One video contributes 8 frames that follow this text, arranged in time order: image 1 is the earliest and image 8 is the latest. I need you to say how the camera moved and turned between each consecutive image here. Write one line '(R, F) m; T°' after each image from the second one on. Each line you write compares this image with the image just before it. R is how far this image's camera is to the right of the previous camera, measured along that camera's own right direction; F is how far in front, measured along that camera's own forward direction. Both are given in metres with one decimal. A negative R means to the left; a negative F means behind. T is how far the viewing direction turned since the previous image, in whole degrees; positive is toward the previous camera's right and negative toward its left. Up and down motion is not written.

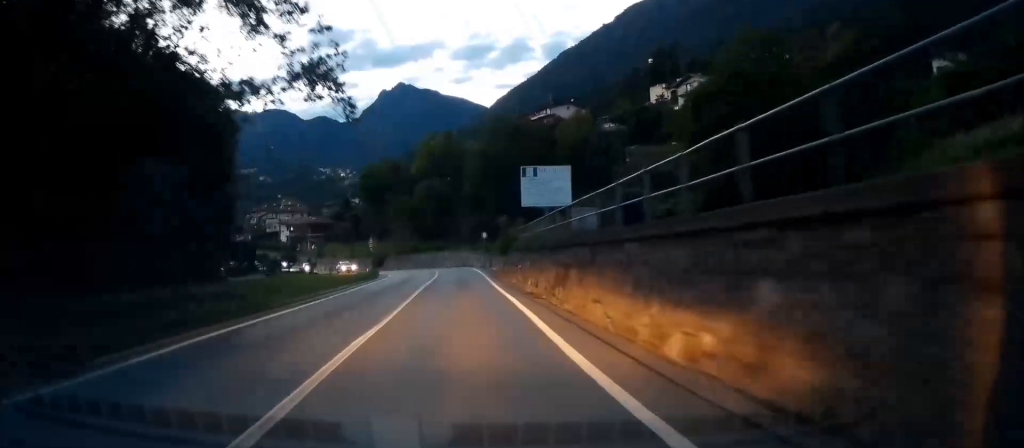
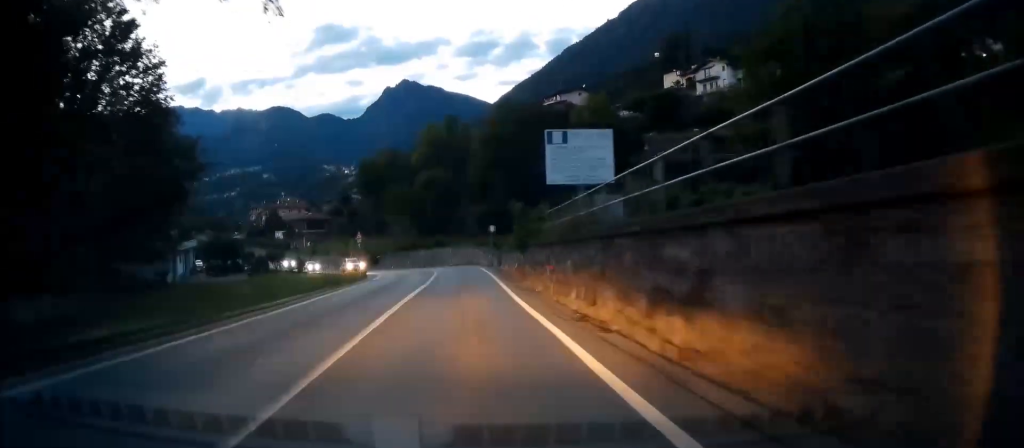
(-0.2, +8.9) m; 0°
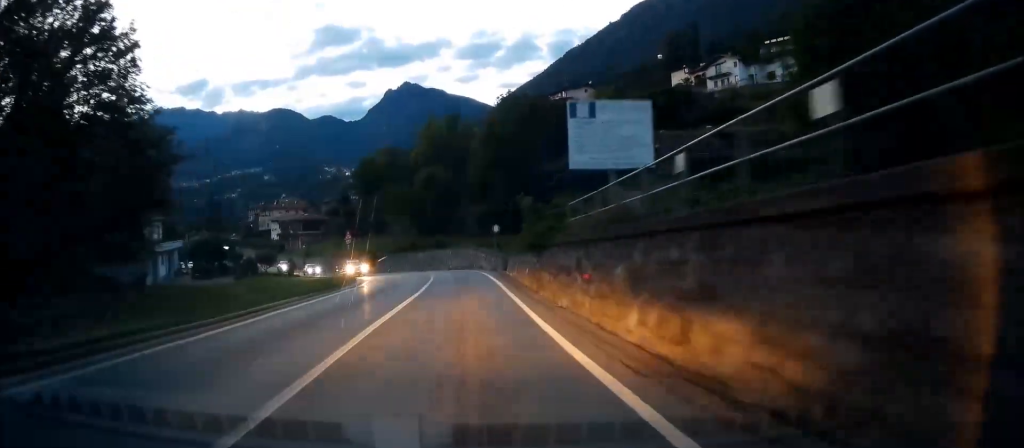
(+0.1, +5.2) m; 0°
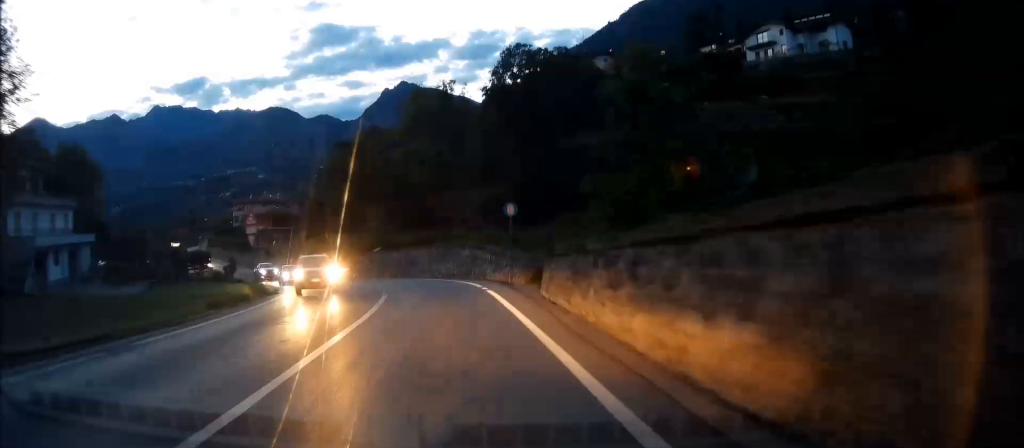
(-0.4, +20.9) m; -3°
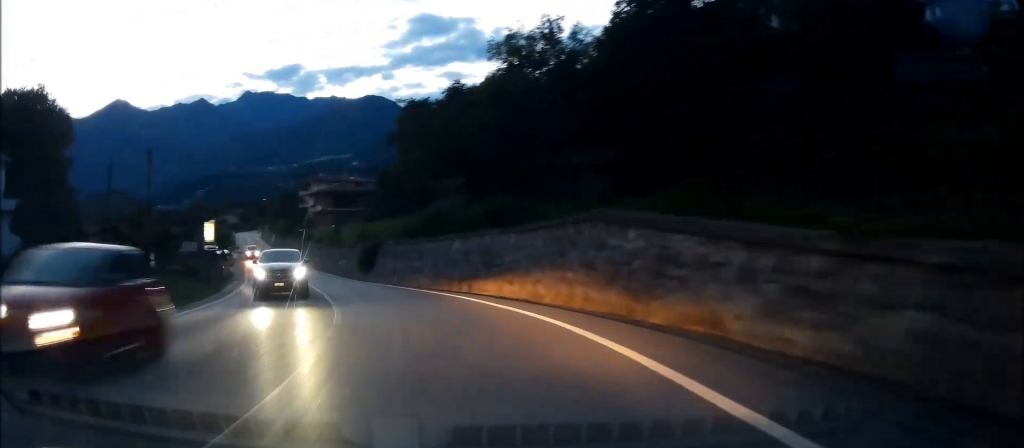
(-0.7, +23.2) m; -7°
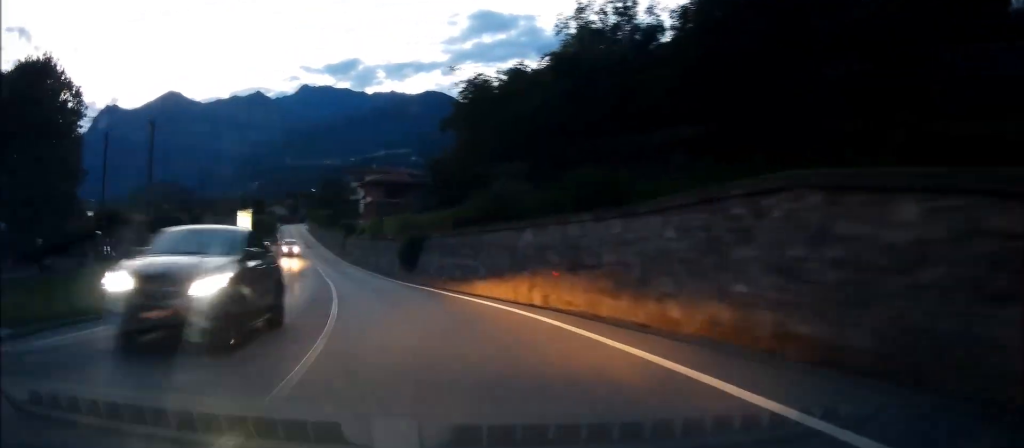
(-0.6, +7.2) m; -5°
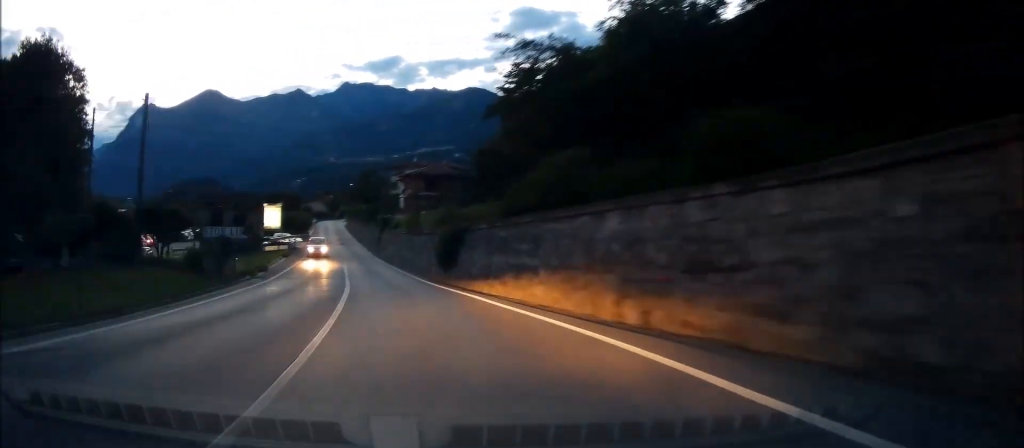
(-0.1, +5.5) m; -4°
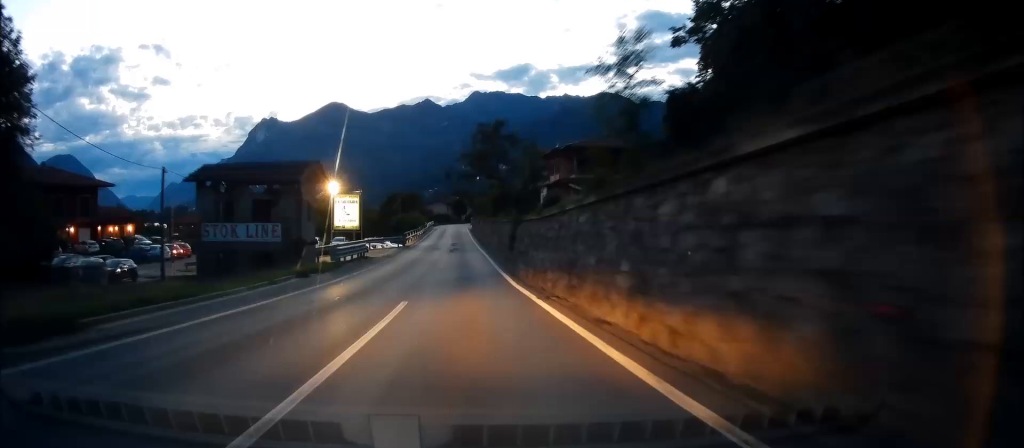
(-2.4, +27.3) m; -12°
